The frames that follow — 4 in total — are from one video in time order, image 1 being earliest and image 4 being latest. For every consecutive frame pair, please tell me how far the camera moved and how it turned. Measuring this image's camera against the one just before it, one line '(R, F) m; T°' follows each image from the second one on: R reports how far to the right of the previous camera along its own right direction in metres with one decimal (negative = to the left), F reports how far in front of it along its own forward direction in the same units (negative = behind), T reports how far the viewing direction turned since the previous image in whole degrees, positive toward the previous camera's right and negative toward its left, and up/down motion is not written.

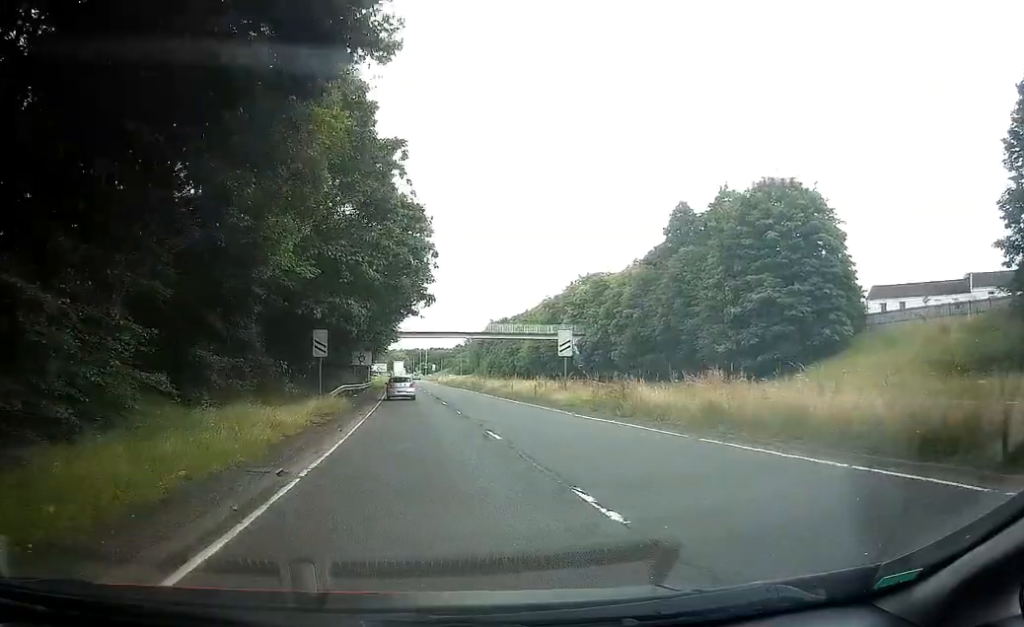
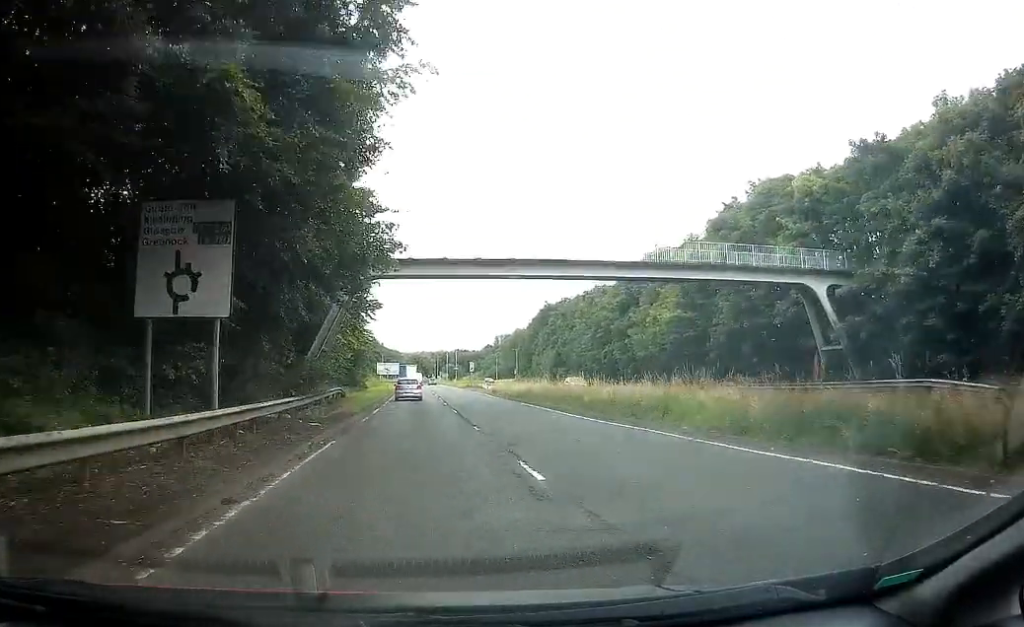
(-1.1, +50.9) m; -2°
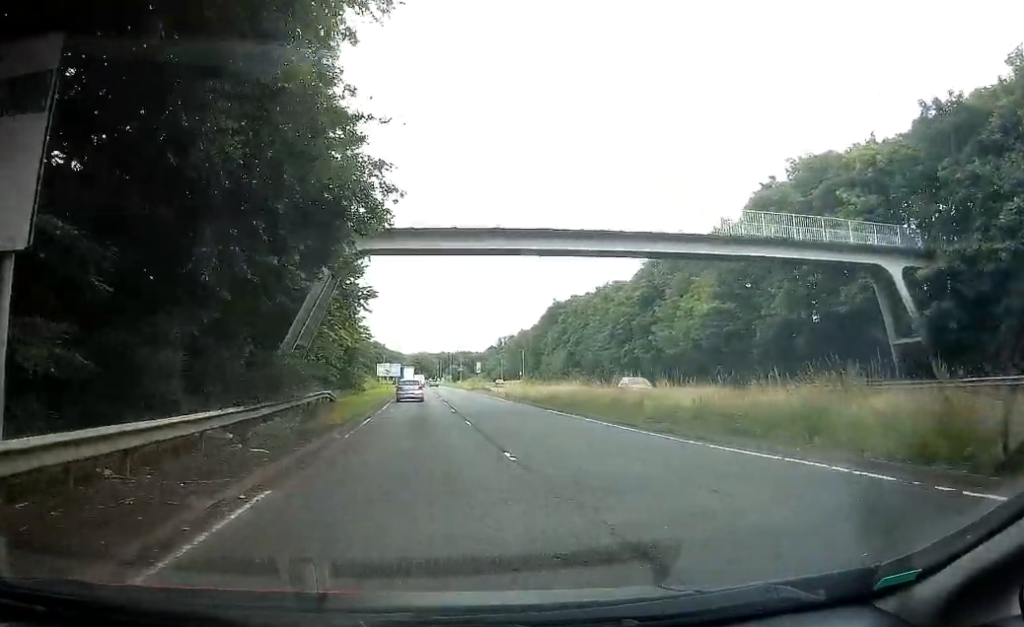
(0.0, +6.2) m; 0°
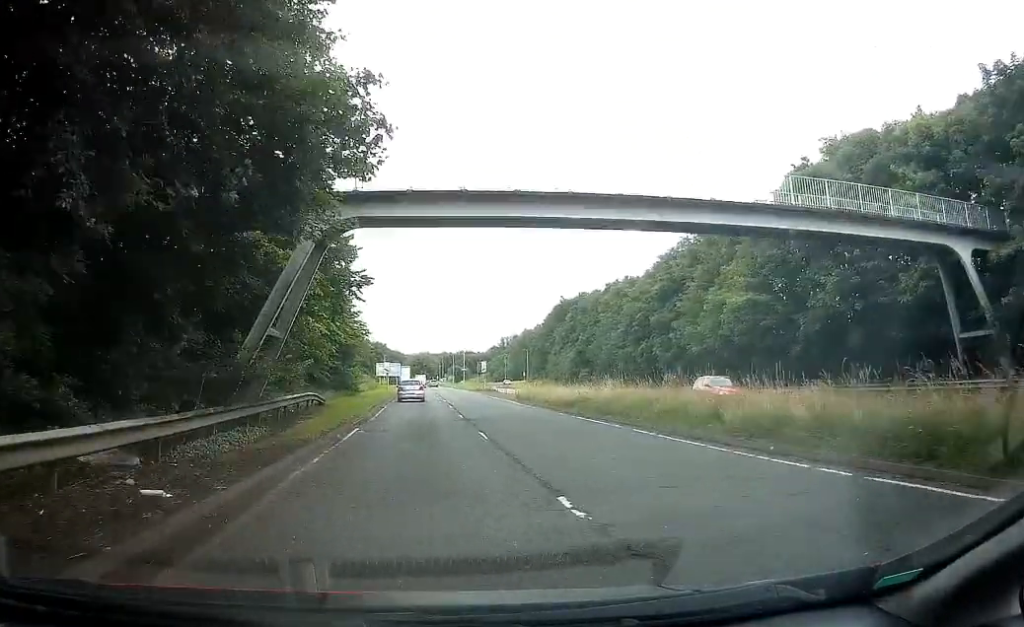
(0.0, +5.0) m; 0°
